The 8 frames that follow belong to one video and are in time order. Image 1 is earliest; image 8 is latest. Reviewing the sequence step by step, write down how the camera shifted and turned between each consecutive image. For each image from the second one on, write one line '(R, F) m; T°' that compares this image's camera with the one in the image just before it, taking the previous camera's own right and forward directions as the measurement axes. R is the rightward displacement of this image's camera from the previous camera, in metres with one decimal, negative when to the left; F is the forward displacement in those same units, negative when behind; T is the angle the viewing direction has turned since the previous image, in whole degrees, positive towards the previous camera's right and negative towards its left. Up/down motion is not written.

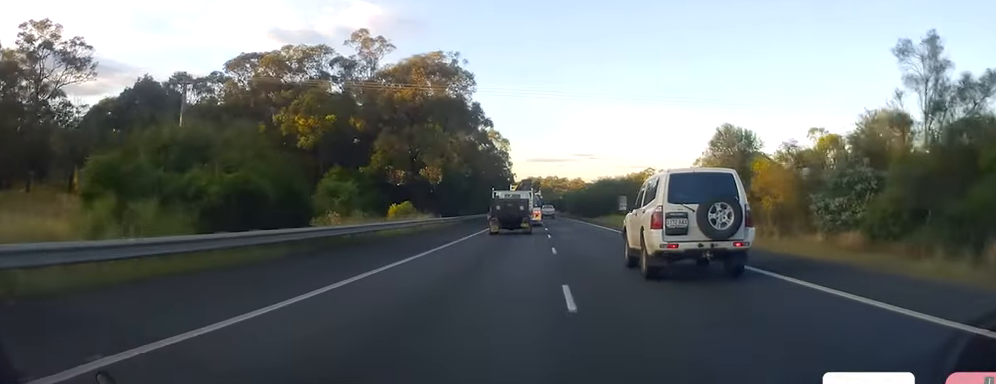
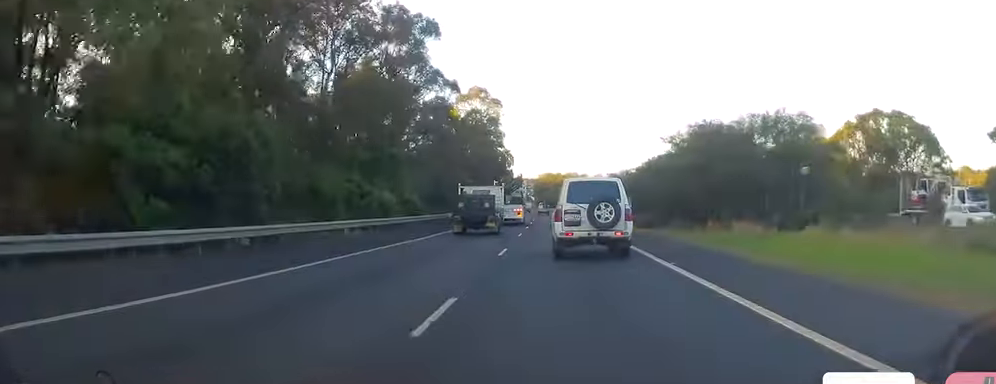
(-1.1, +62.8) m; -1°
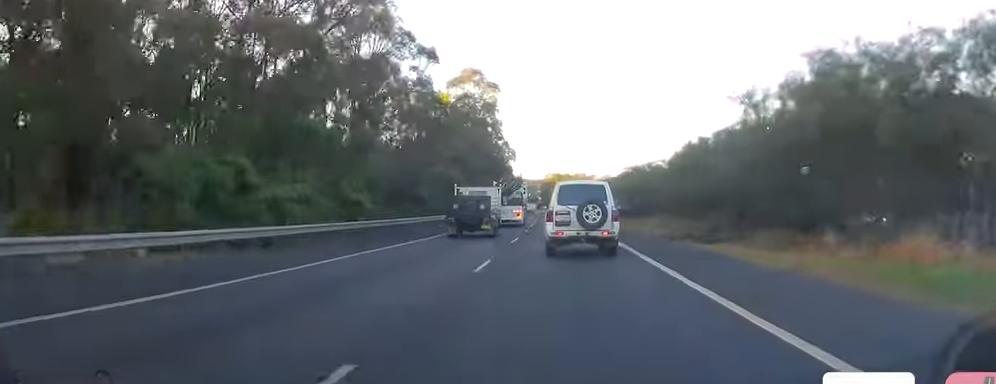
(+0.1, +16.7) m; 0°
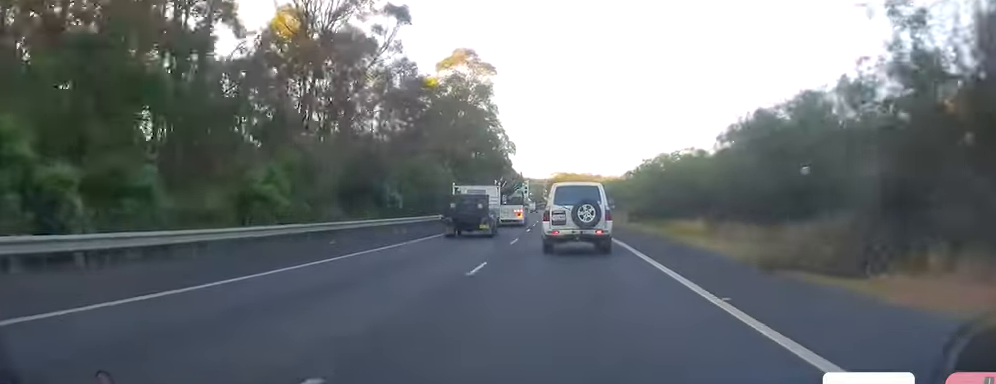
(-0.1, +12.7) m; 0°
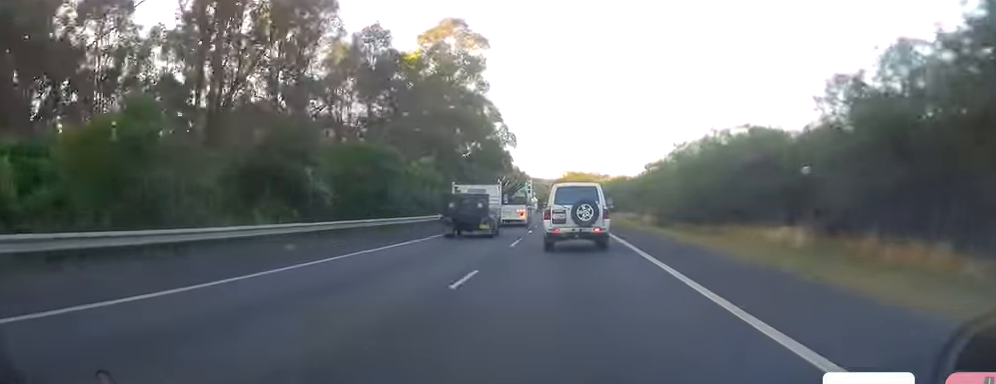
(-0.2, +14.6) m; 0°
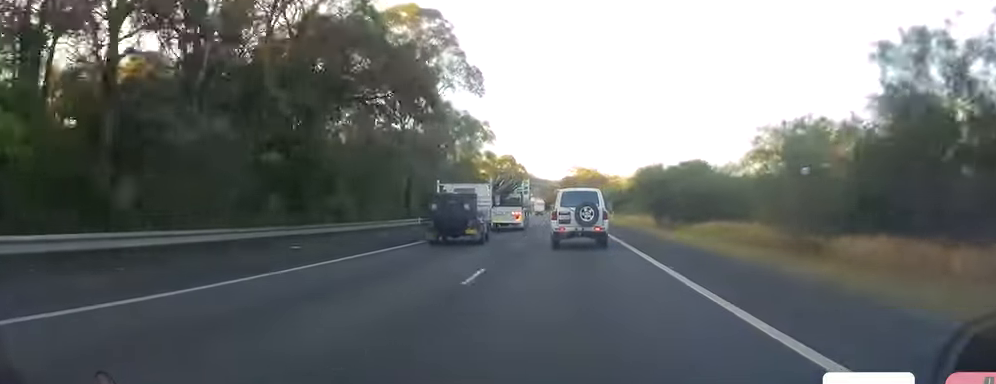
(-0.6, +46.7) m; -2°
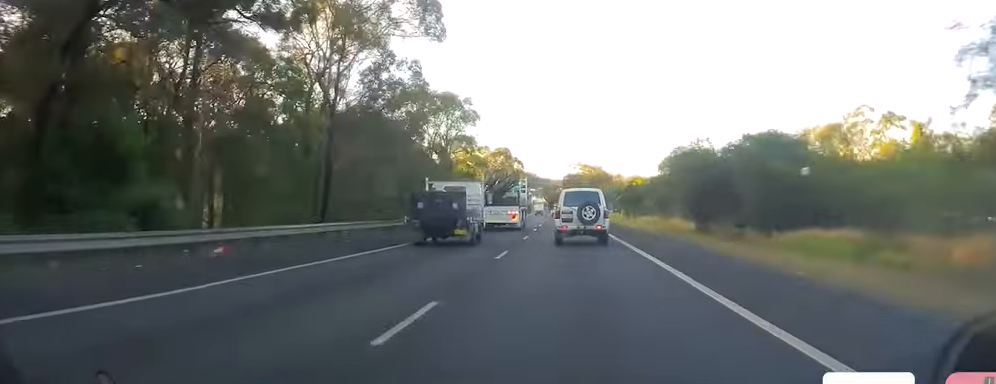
(-0.4, +17.6) m; -1°
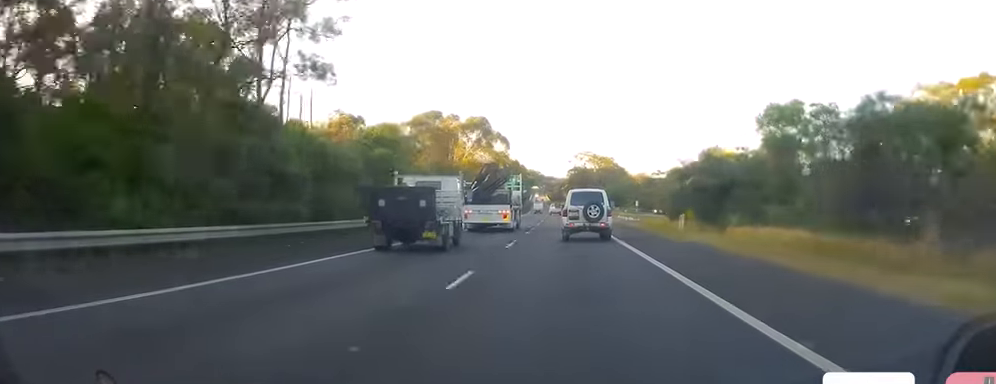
(-0.2, +43.4) m; -1°
